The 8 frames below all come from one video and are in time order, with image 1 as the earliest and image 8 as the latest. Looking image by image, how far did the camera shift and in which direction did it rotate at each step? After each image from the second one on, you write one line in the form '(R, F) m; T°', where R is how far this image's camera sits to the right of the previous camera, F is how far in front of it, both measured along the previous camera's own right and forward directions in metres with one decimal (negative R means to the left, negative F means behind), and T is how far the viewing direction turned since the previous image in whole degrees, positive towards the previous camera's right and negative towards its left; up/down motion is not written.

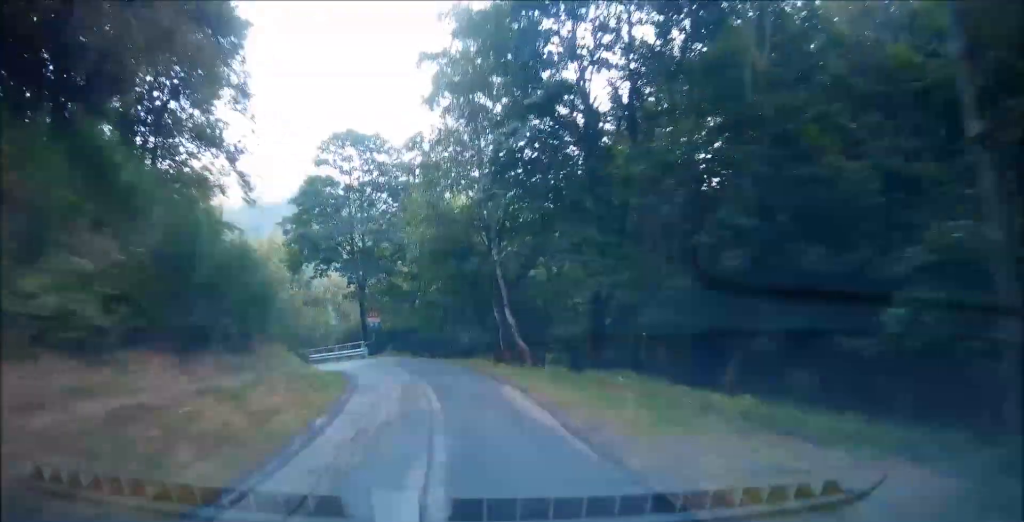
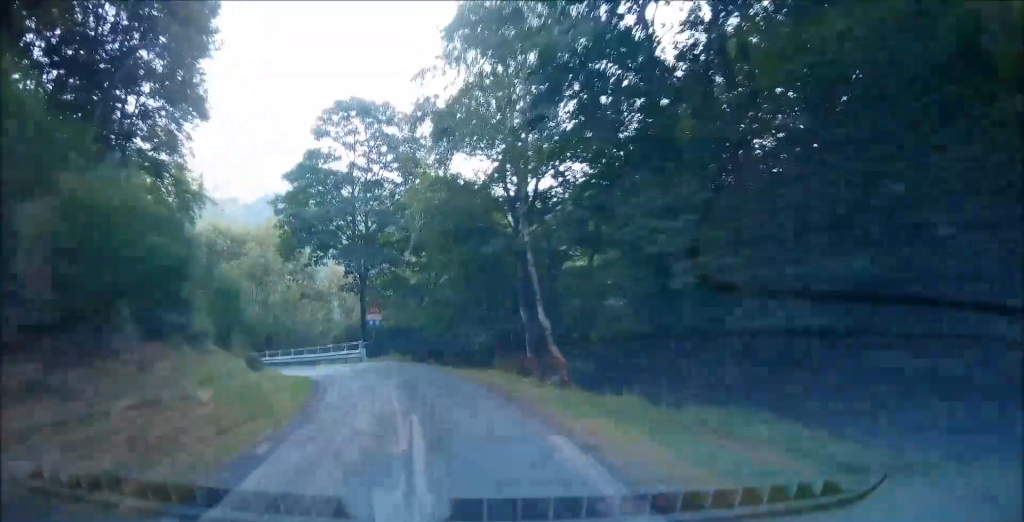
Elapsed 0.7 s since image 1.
(+0.1, +5.3) m; +3°
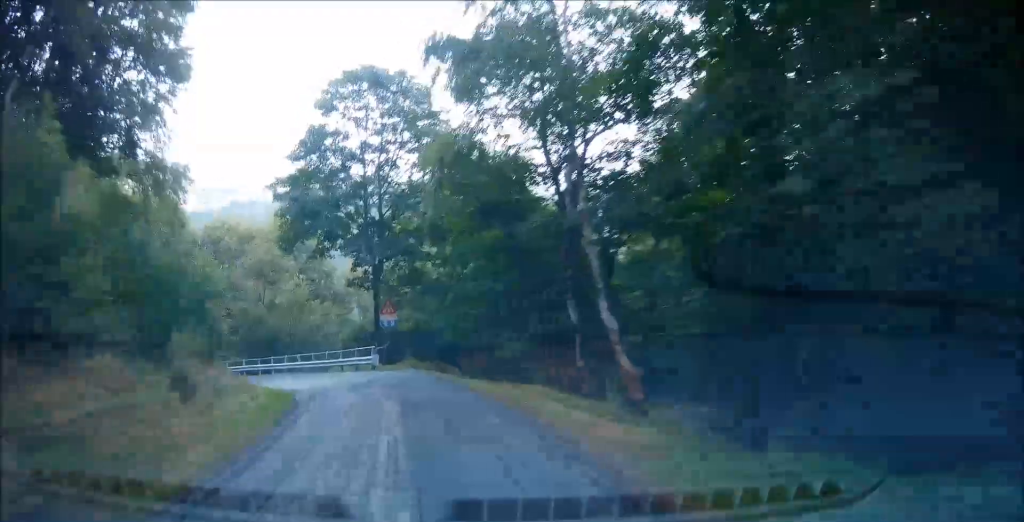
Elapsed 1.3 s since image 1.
(+0.1, +4.6) m; +3°
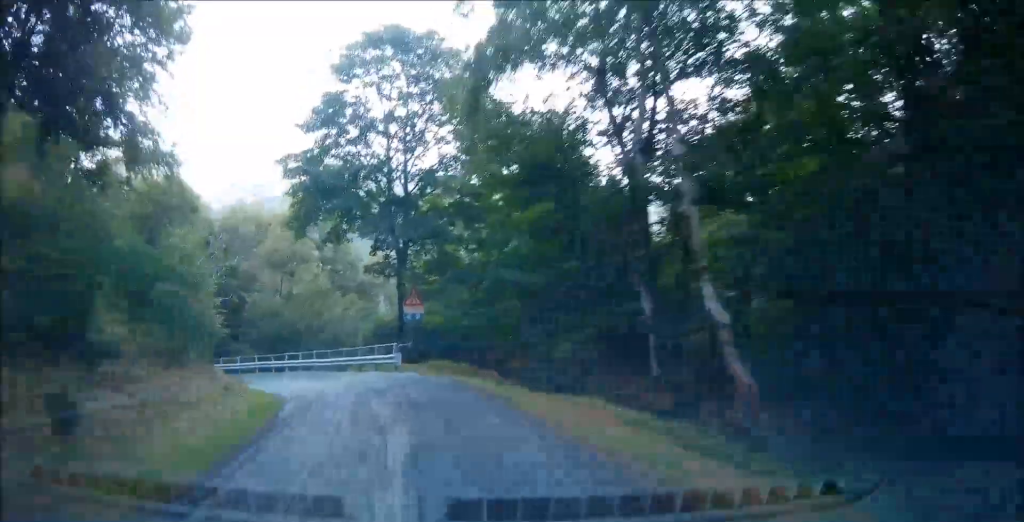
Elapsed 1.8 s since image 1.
(+0.1, +3.8) m; +4°
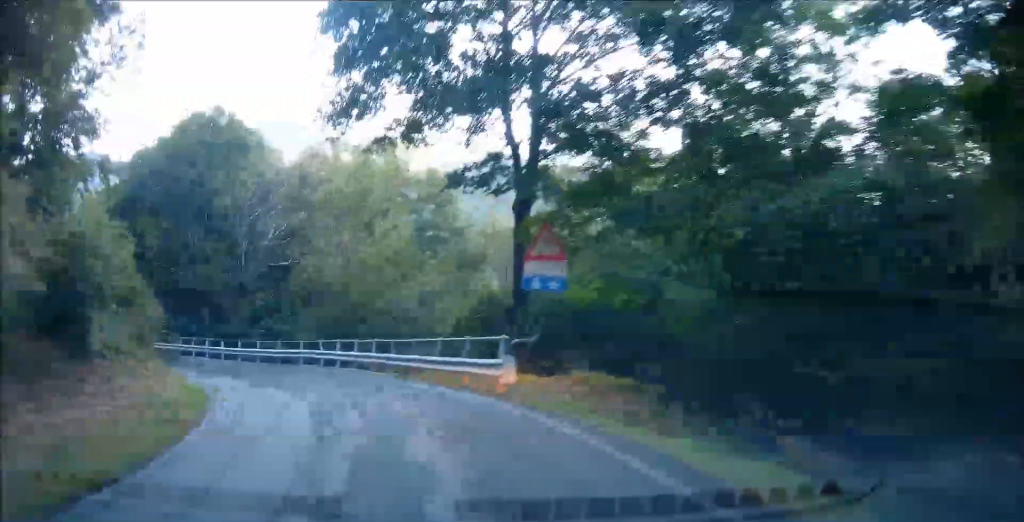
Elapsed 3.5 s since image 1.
(+1.3, +12.2) m; -2°
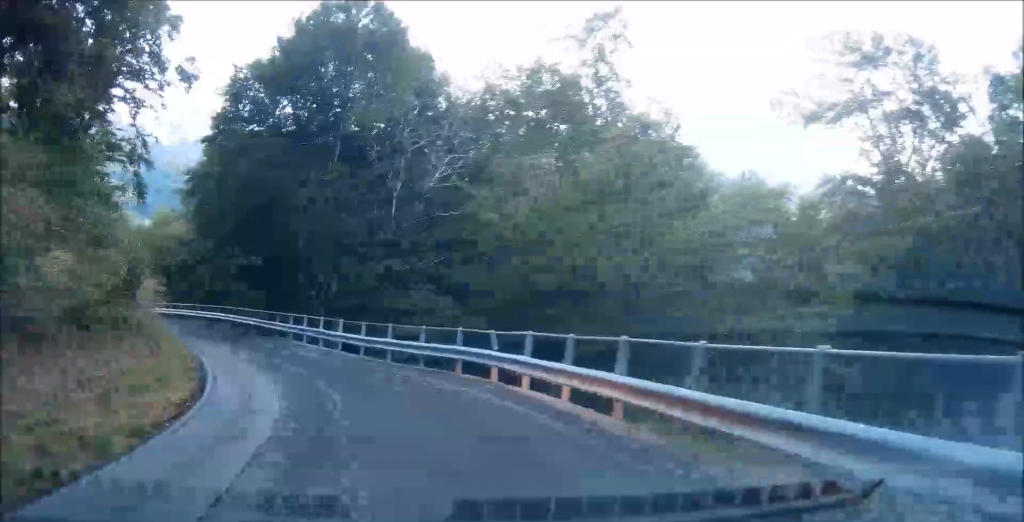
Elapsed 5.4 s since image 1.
(-2.6, +12.2) m; -17°
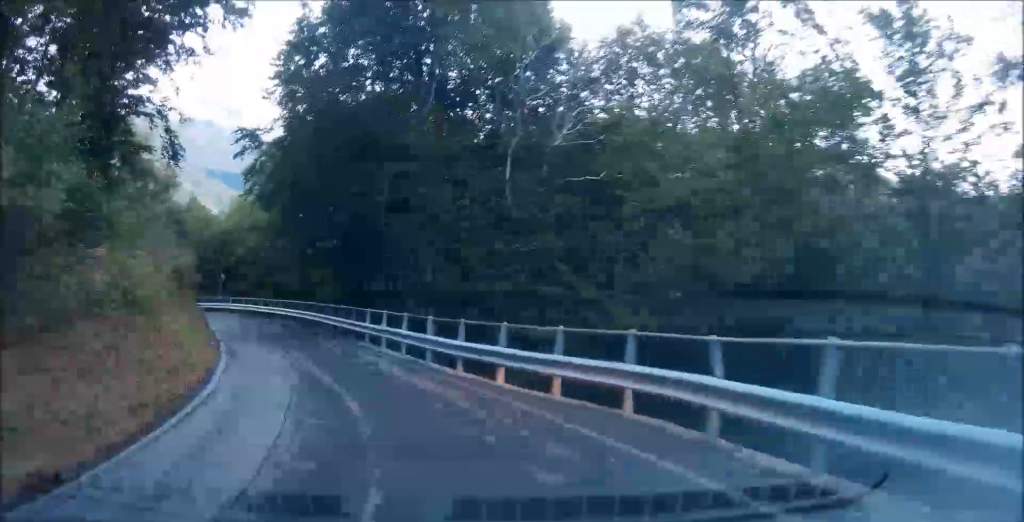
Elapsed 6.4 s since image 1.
(-0.6, +5.8) m; -11°
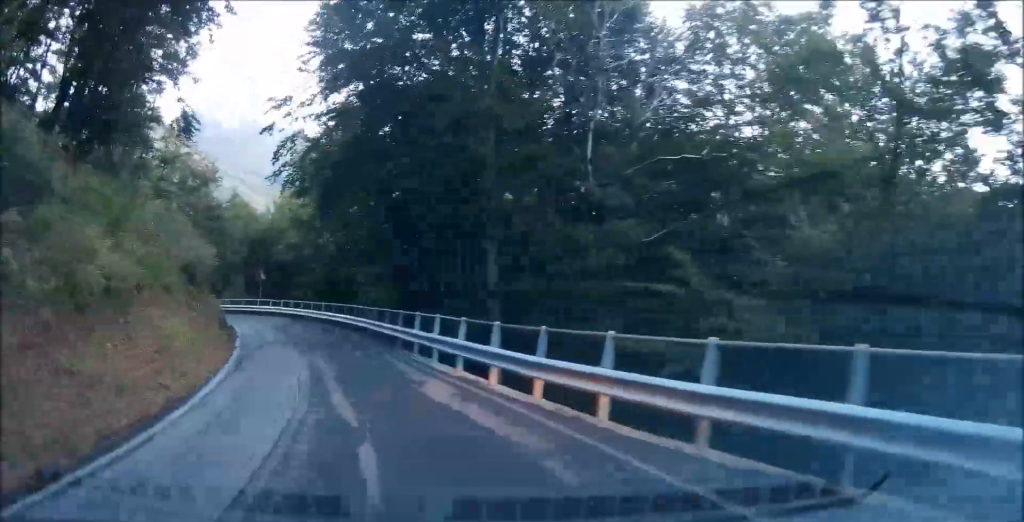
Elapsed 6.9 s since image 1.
(-0.3, +3.4) m; -4°
